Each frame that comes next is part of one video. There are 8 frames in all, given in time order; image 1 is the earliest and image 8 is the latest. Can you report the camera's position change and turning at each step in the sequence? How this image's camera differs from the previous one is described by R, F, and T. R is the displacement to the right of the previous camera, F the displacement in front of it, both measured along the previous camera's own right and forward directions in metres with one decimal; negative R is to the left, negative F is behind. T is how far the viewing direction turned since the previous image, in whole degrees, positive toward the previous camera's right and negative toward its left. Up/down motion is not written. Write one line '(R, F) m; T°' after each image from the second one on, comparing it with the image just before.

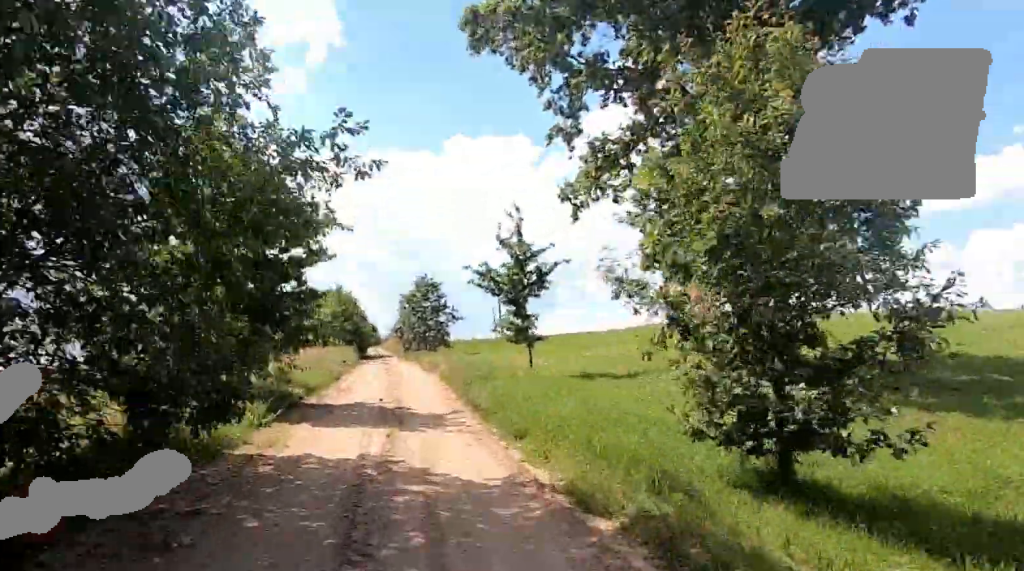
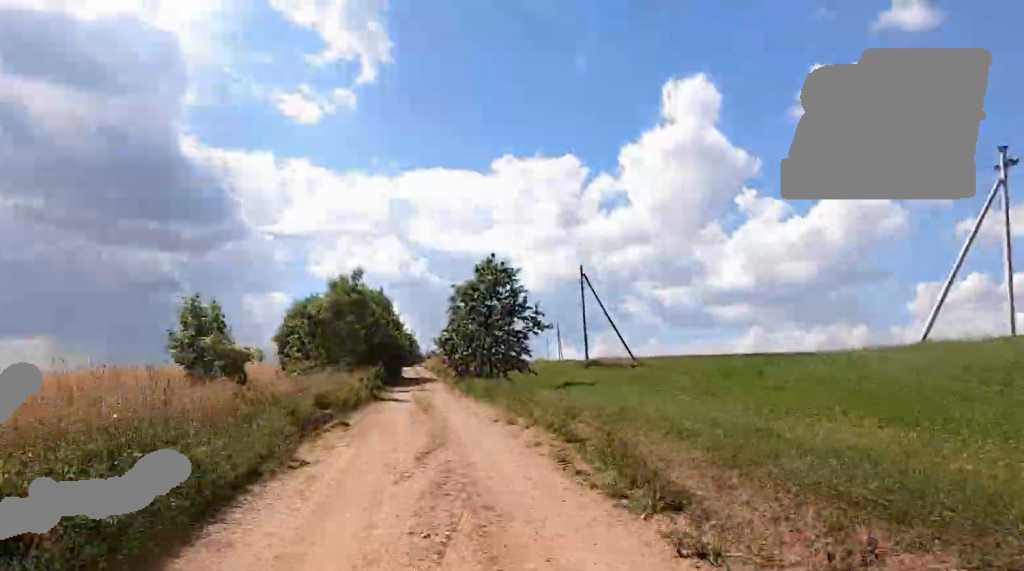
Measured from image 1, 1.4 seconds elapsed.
(+0.3, +21.3) m; -3°
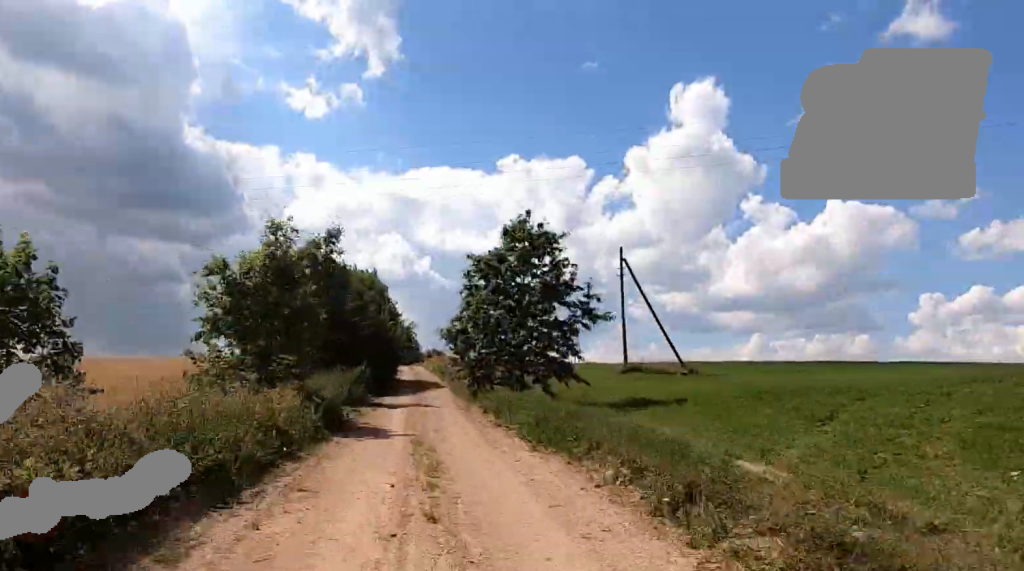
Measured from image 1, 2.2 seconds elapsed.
(-0.6, +11.1) m; -3°
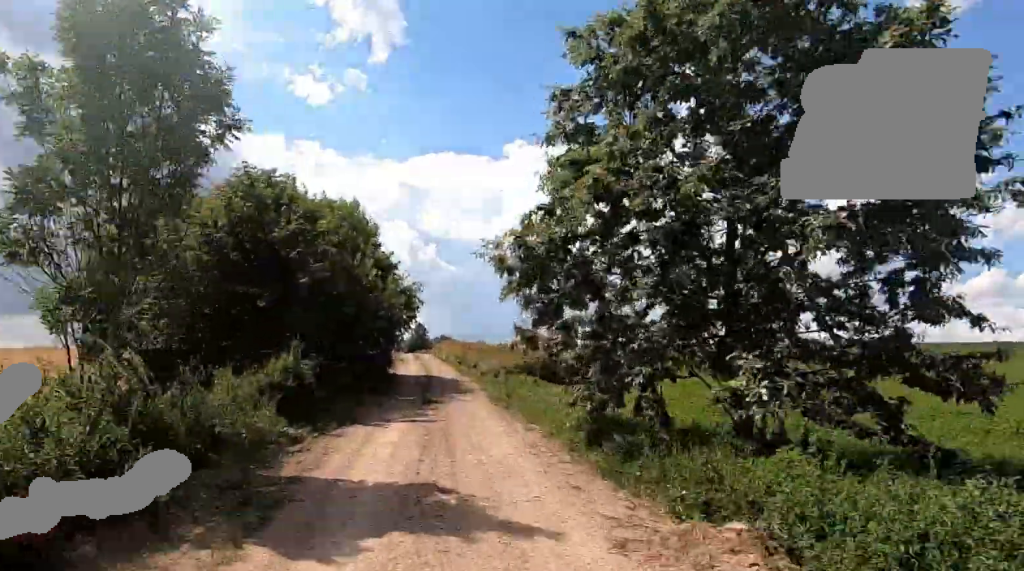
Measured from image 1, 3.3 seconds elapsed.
(+0.1, +16.9) m; 0°
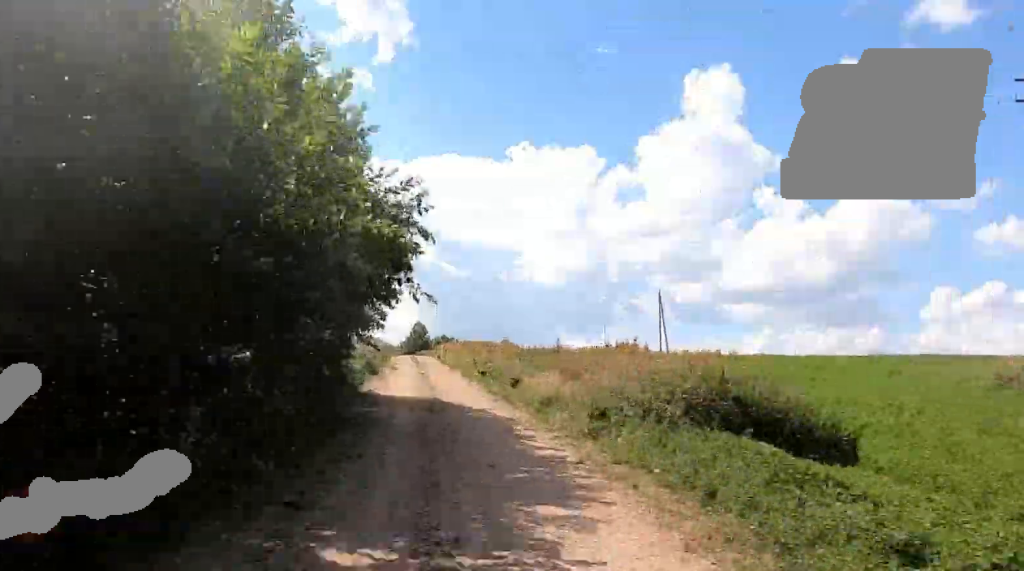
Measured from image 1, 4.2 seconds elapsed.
(-0.1, +14.1) m; +1°
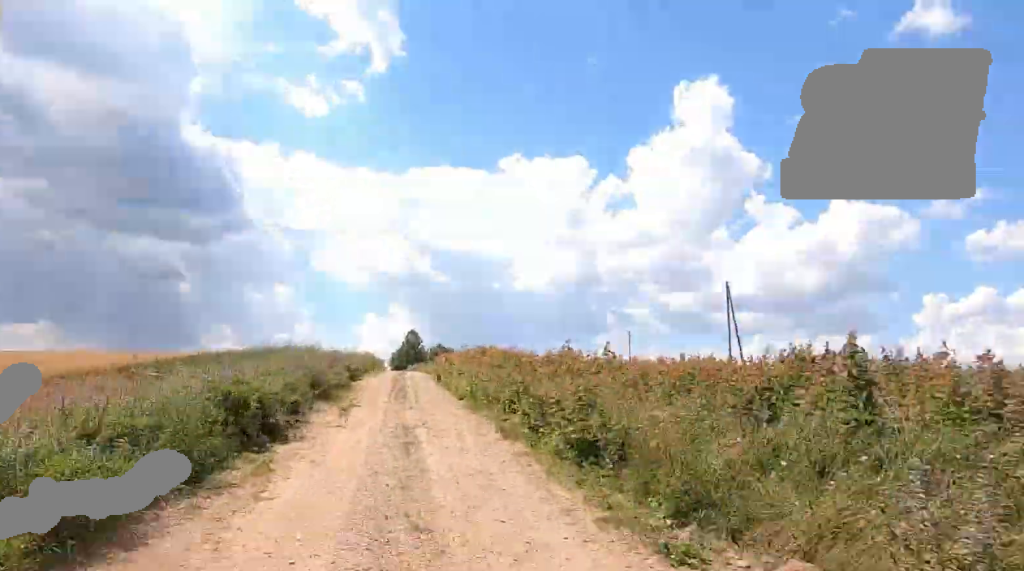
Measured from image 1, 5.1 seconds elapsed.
(+0.2, +15.5) m; 0°
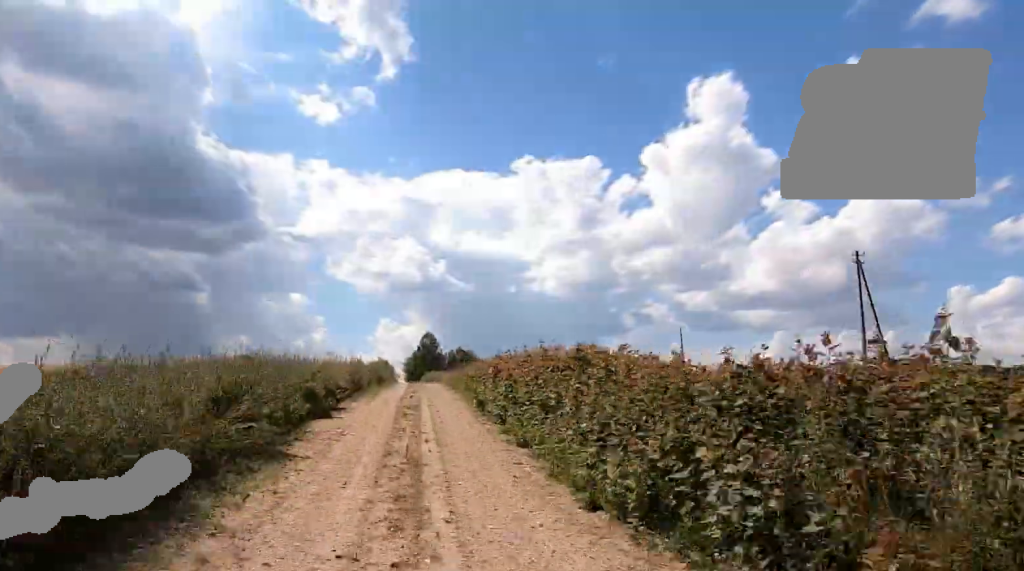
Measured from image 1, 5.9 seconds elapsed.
(-0.1, +11.9) m; 0°
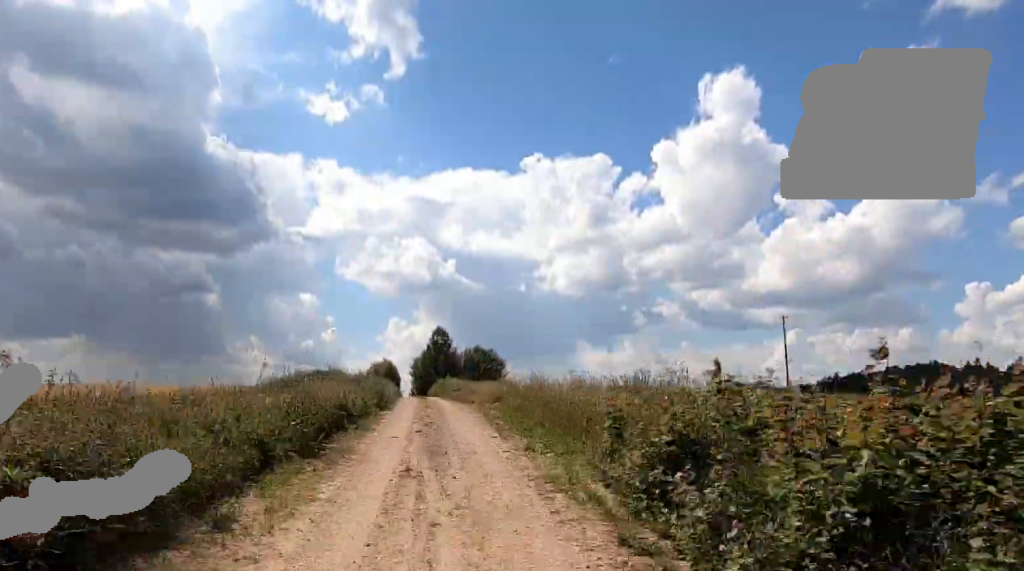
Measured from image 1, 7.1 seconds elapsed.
(0.0, +19.7) m; 0°
